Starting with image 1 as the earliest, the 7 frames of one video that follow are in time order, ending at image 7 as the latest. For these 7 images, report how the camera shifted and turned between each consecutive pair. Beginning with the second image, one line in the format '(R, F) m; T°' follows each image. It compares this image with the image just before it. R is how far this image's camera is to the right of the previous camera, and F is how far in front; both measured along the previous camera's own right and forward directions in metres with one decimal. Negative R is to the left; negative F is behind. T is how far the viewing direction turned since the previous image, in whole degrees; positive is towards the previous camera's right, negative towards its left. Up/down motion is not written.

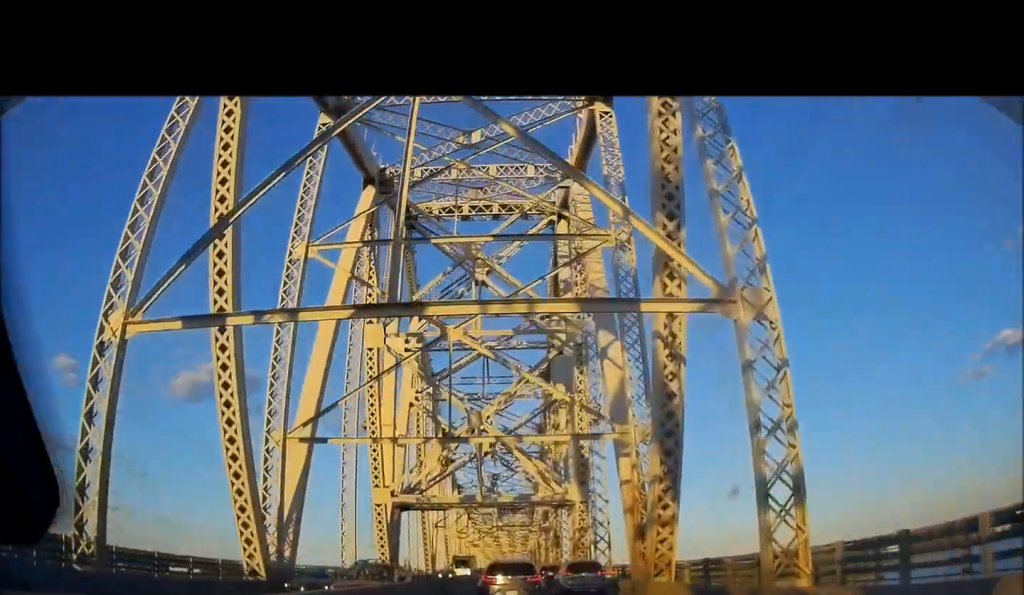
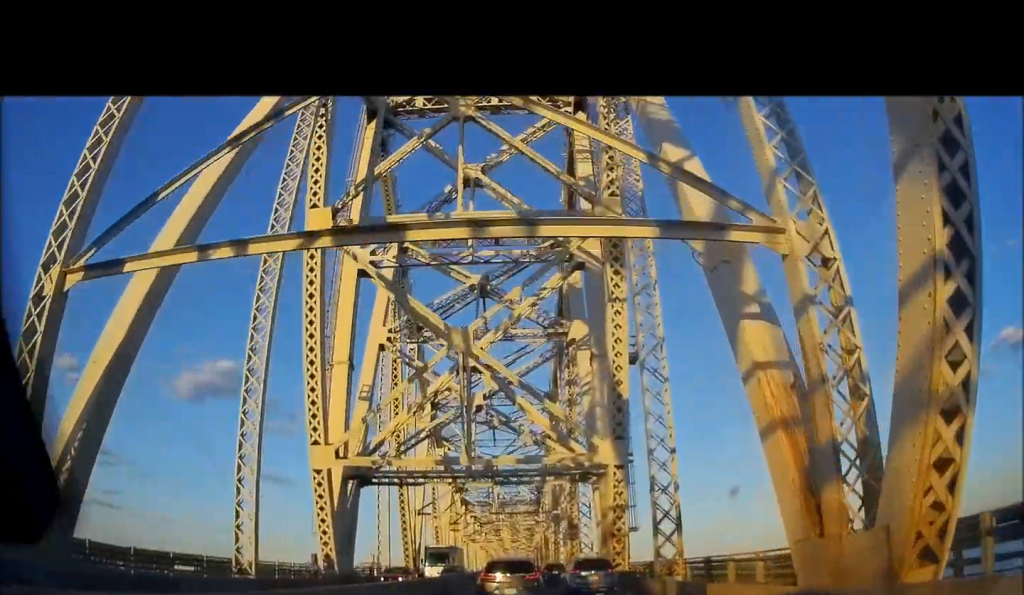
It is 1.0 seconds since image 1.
(0.0, +14.1) m; +1°
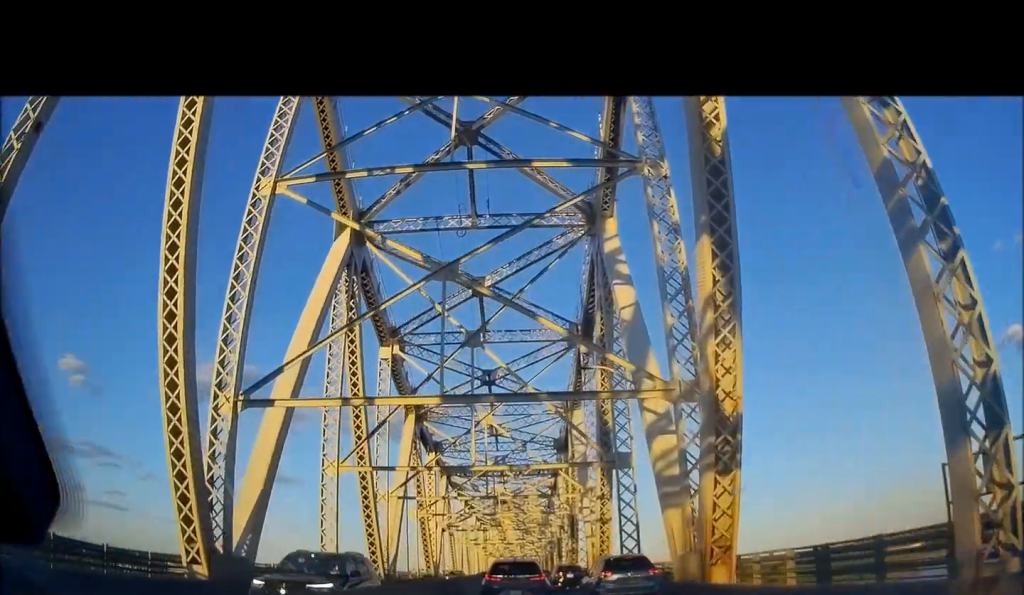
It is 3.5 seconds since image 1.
(+0.4, +36.2) m; -1°
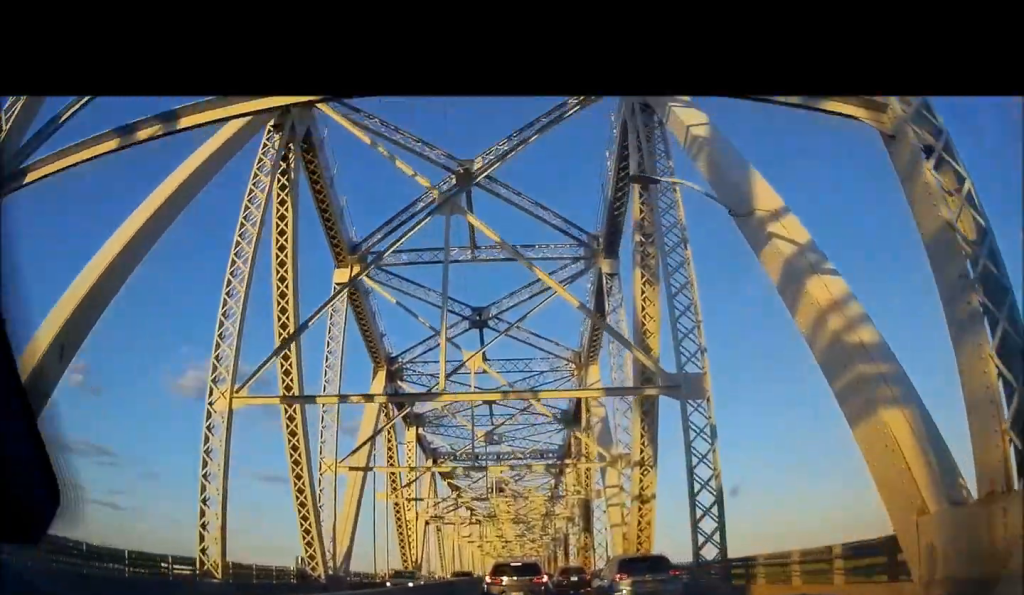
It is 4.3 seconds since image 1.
(0.0, +11.8) m; 0°
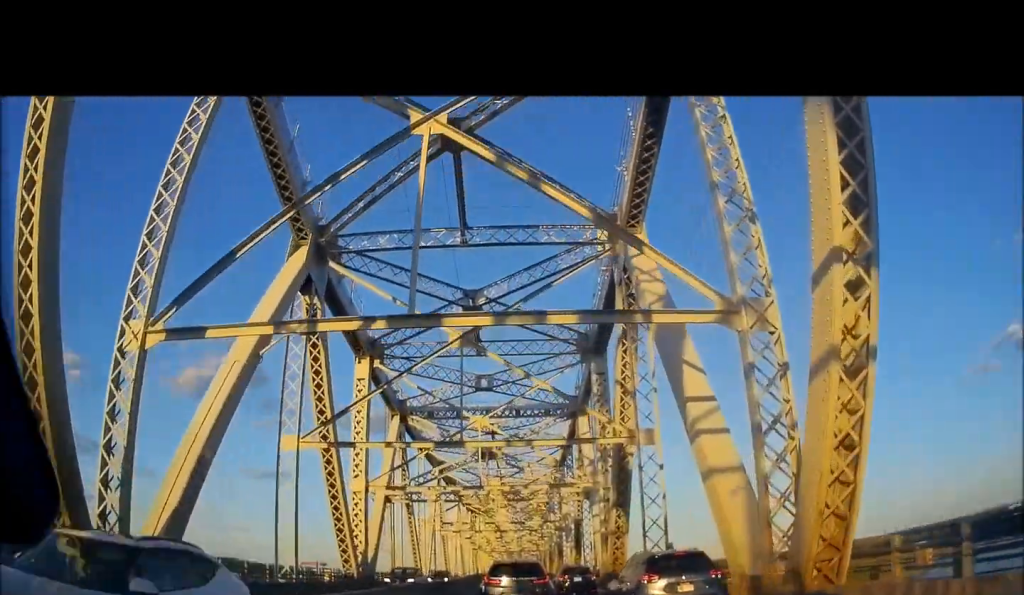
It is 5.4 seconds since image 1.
(0.0, +16.3) m; 0°
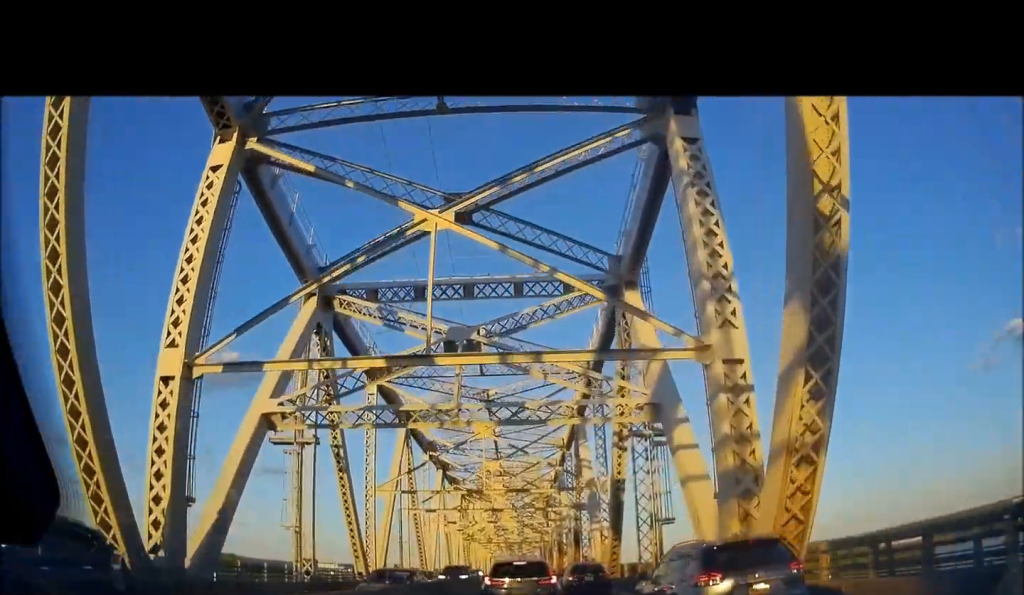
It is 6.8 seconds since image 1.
(0.0, +20.7) m; 0°
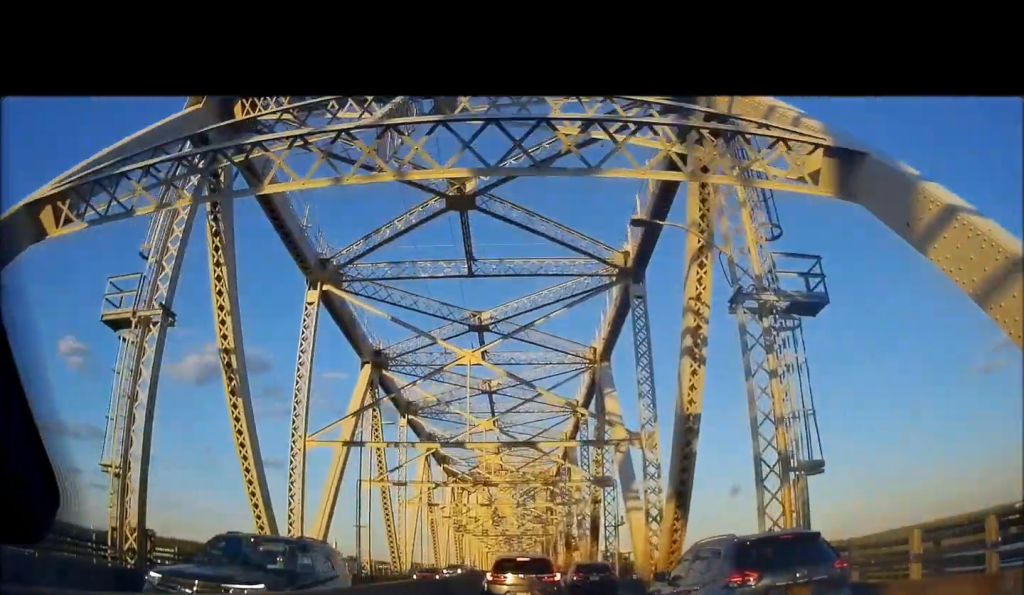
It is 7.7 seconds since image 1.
(0.0, +13.5) m; 0°
